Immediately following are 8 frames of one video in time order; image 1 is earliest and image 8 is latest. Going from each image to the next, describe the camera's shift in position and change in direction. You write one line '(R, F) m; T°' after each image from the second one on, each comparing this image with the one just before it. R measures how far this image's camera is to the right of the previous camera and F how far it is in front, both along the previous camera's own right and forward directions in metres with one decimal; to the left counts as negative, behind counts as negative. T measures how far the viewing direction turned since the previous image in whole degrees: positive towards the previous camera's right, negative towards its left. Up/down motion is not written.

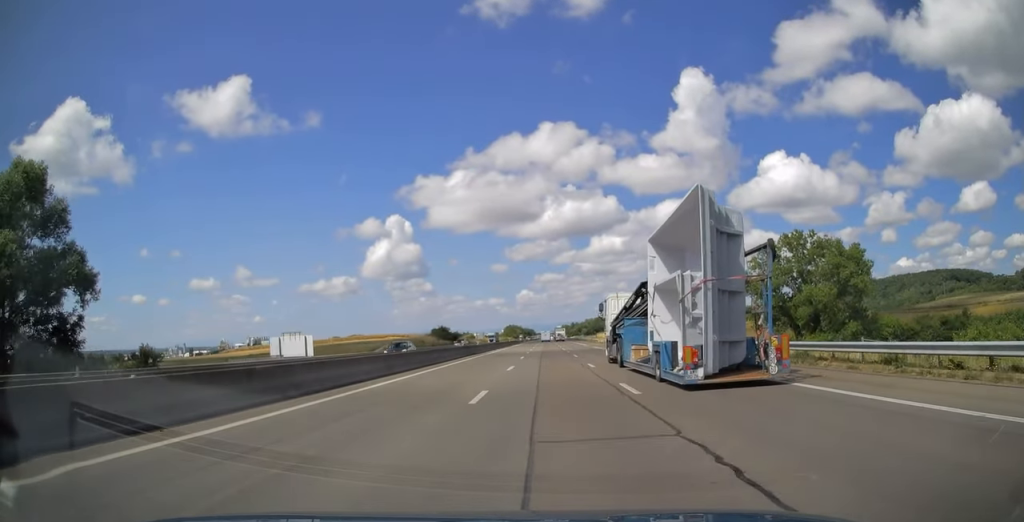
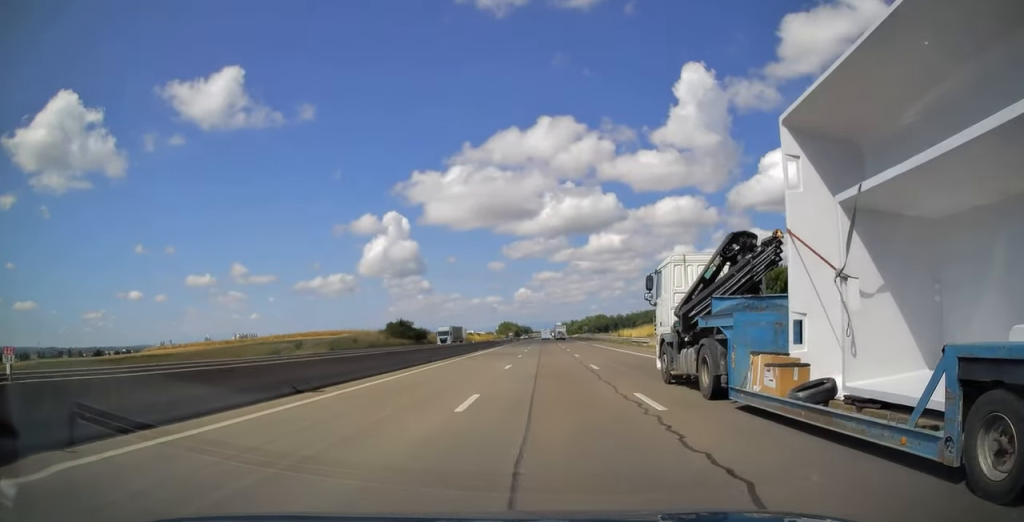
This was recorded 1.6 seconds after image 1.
(+0.5, +52.9) m; 0°
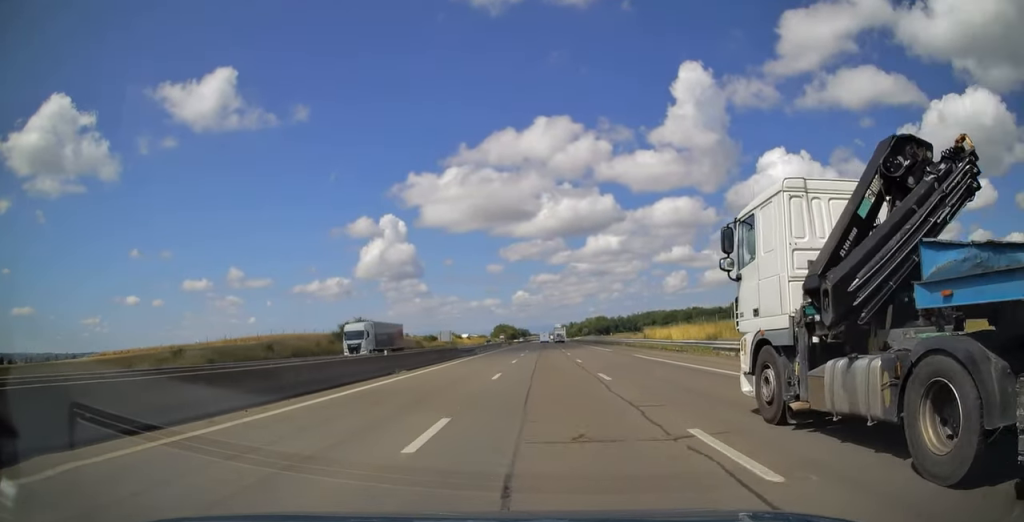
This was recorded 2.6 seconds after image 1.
(-0.3, +30.5) m; 0°
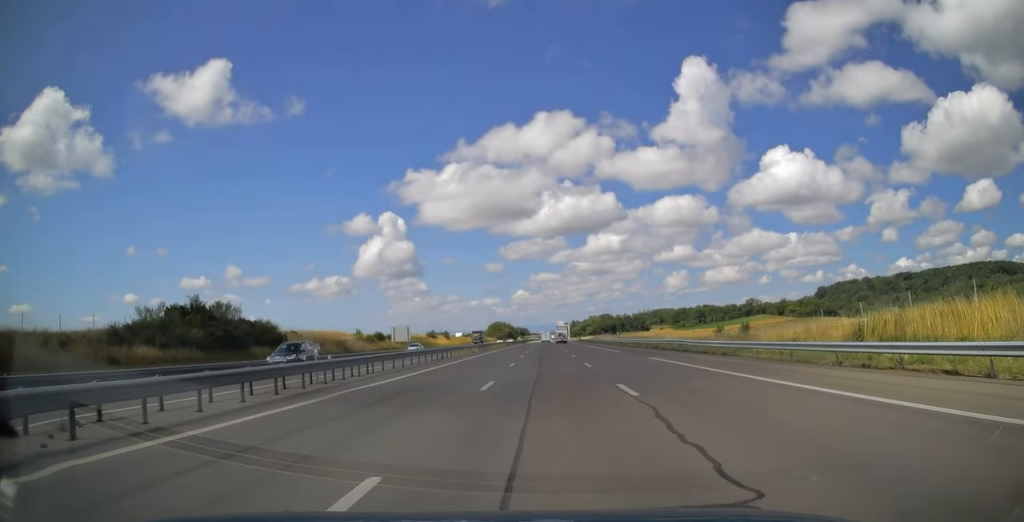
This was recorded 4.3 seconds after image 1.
(+0.6, +55.7) m; +1°
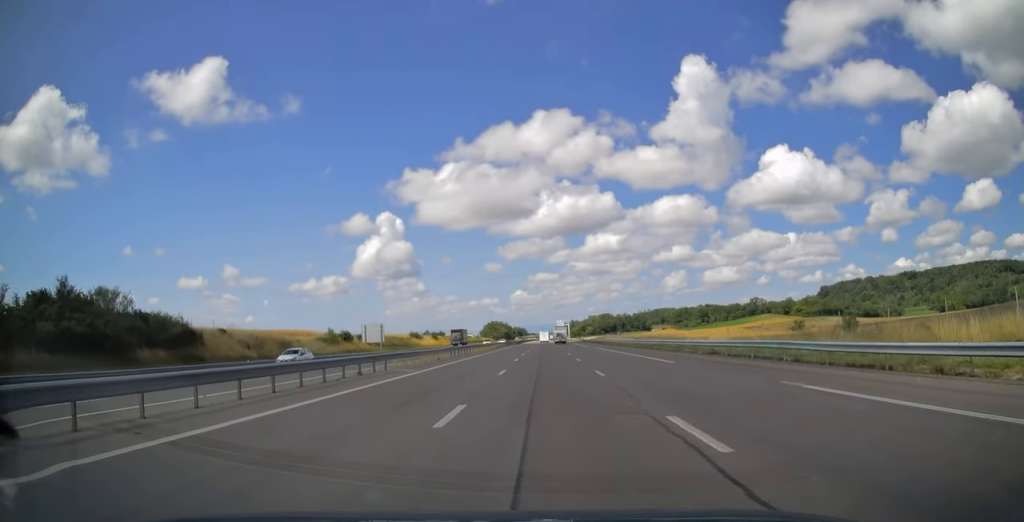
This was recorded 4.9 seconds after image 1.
(-0.2, +19.2) m; 0°
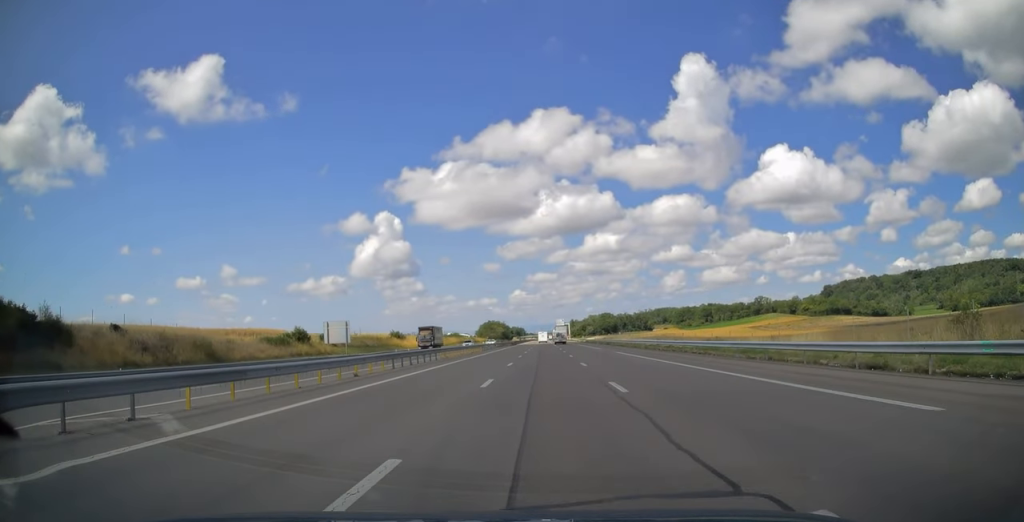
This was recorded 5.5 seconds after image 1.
(-0.1, +18.1) m; 0°
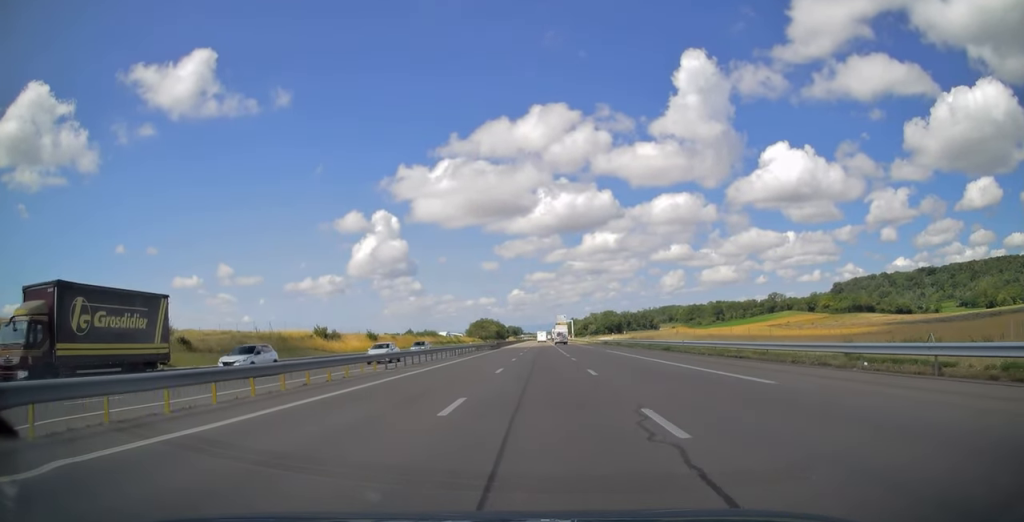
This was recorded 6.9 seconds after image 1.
(+0.1, +44.3) m; 0°
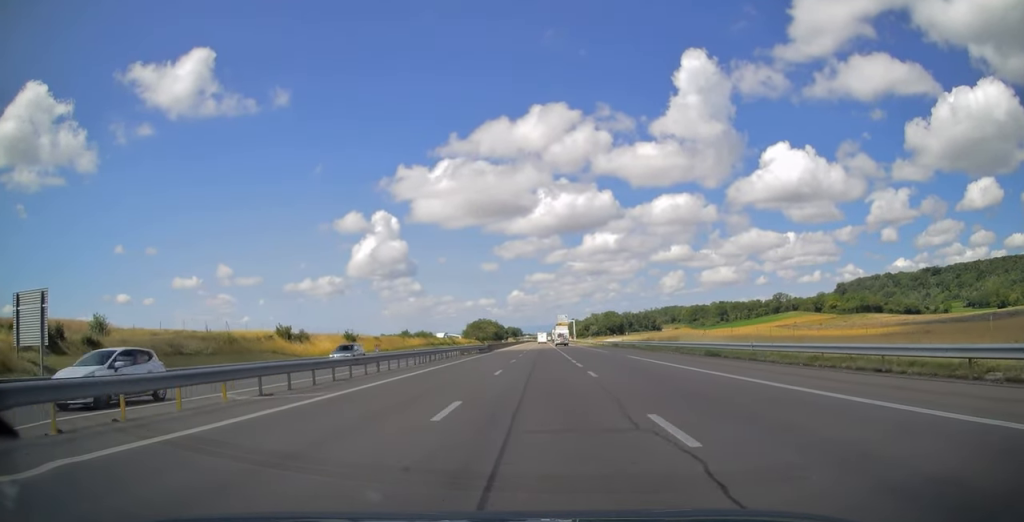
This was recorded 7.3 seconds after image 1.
(-0.2, +13.3) m; 0°
